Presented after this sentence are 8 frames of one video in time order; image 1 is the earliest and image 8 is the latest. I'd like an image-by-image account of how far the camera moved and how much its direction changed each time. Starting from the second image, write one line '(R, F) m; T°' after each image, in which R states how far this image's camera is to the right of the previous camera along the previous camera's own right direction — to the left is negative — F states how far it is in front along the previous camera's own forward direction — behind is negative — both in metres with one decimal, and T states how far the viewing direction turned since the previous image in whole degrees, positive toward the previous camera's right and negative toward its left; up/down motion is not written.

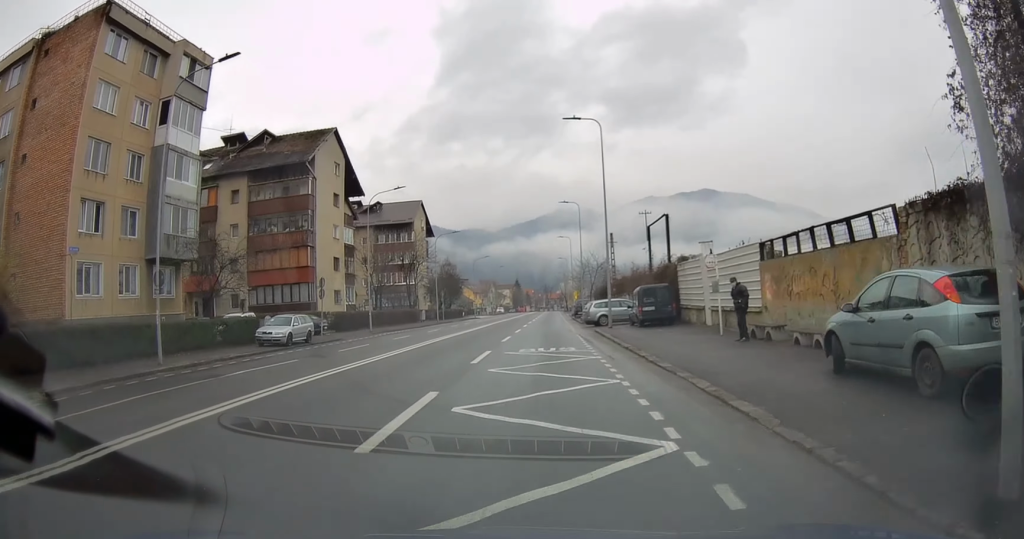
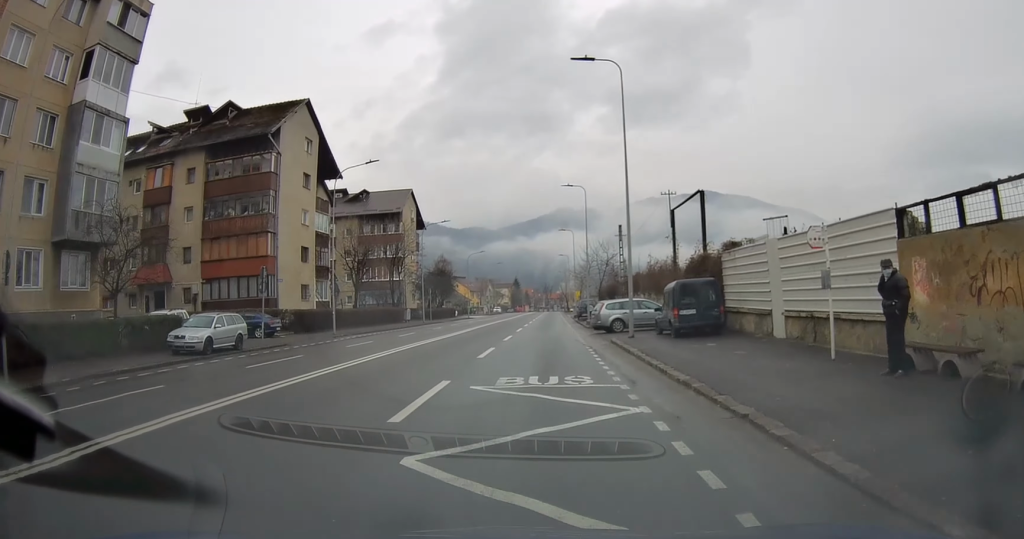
(+0.4, +8.0) m; +1°
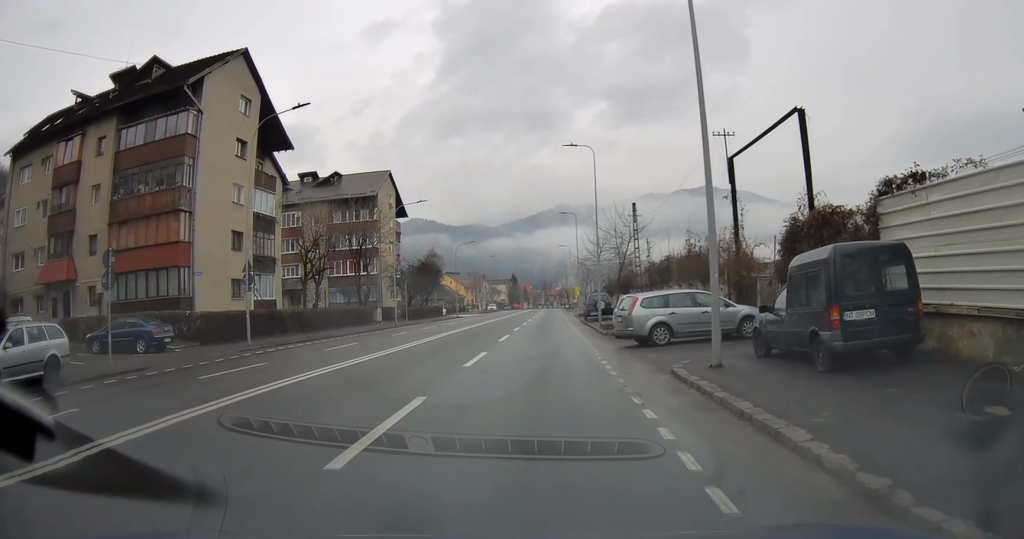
(-0.2, +11.6) m; -1°
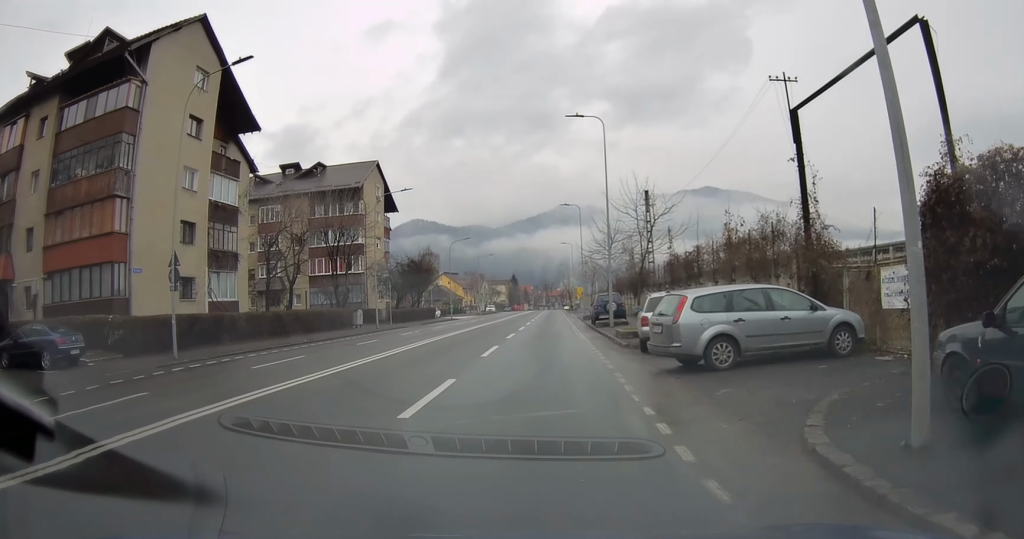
(0.0, +6.2) m; 0°
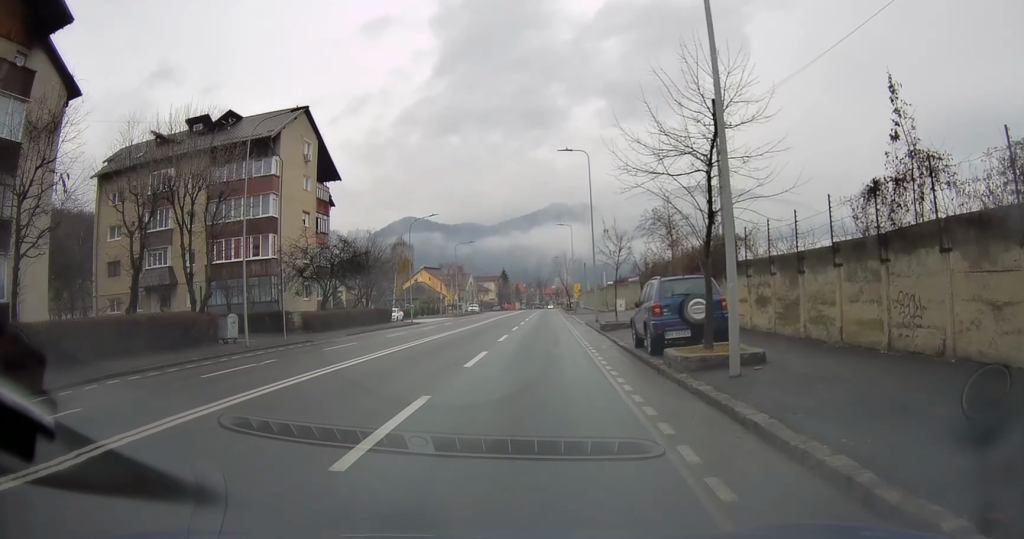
(+0.5, +20.6) m; +2°
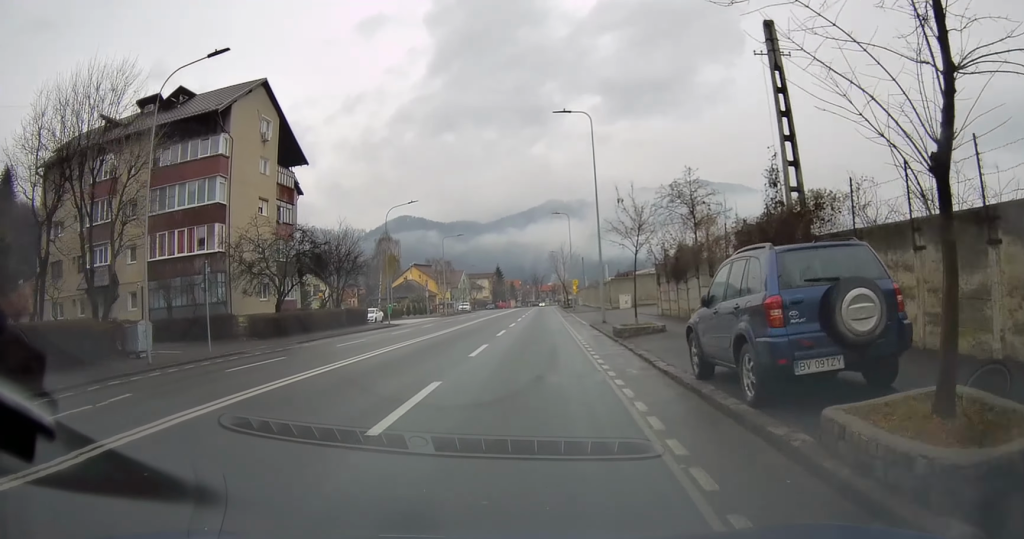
(0.0, +7.4) m; -1°
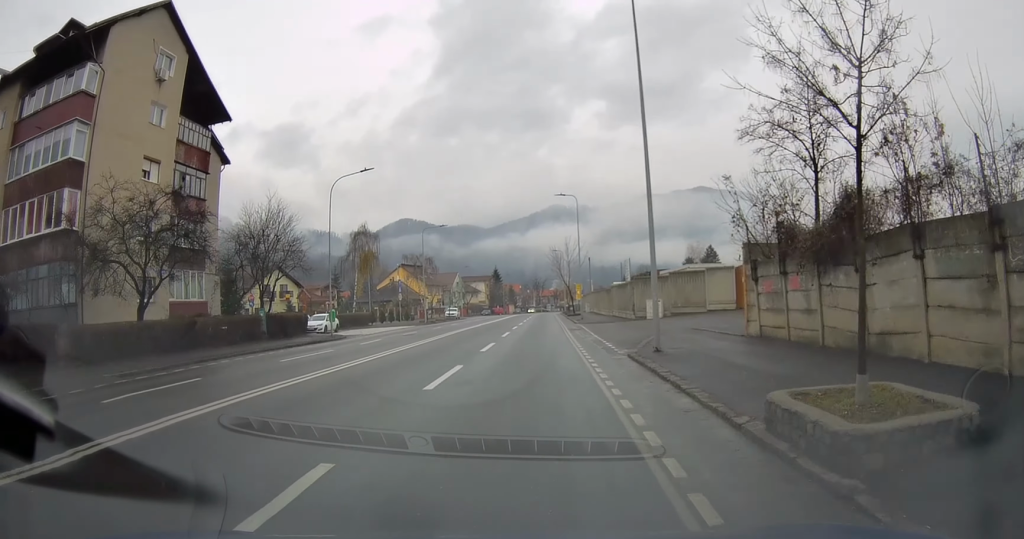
(-0.2, +14.6) m; -1°
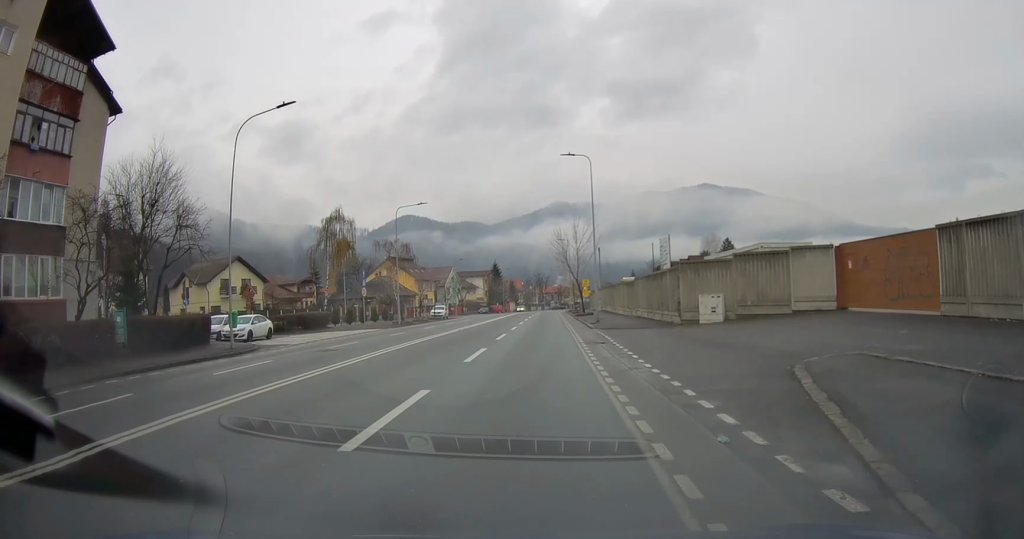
(-0.1, +13.5) m; -1°
